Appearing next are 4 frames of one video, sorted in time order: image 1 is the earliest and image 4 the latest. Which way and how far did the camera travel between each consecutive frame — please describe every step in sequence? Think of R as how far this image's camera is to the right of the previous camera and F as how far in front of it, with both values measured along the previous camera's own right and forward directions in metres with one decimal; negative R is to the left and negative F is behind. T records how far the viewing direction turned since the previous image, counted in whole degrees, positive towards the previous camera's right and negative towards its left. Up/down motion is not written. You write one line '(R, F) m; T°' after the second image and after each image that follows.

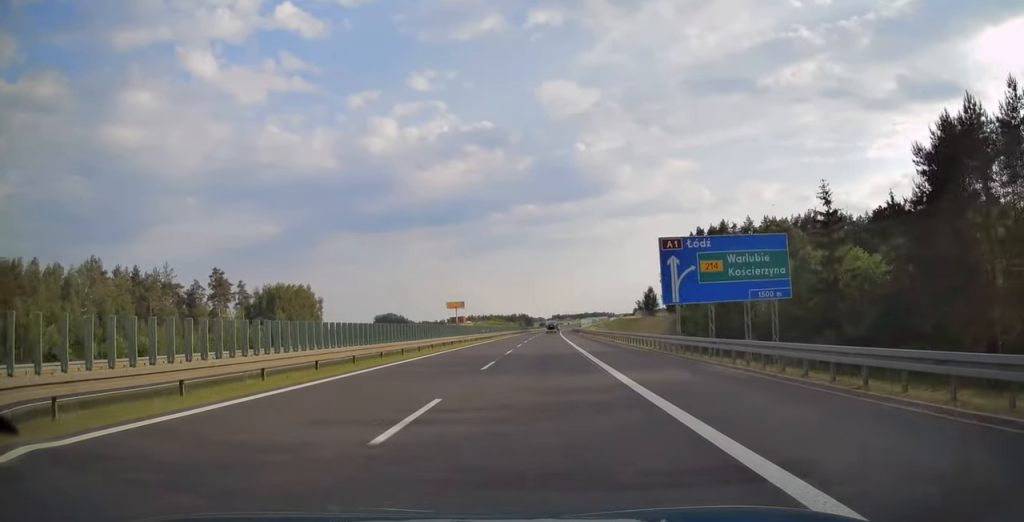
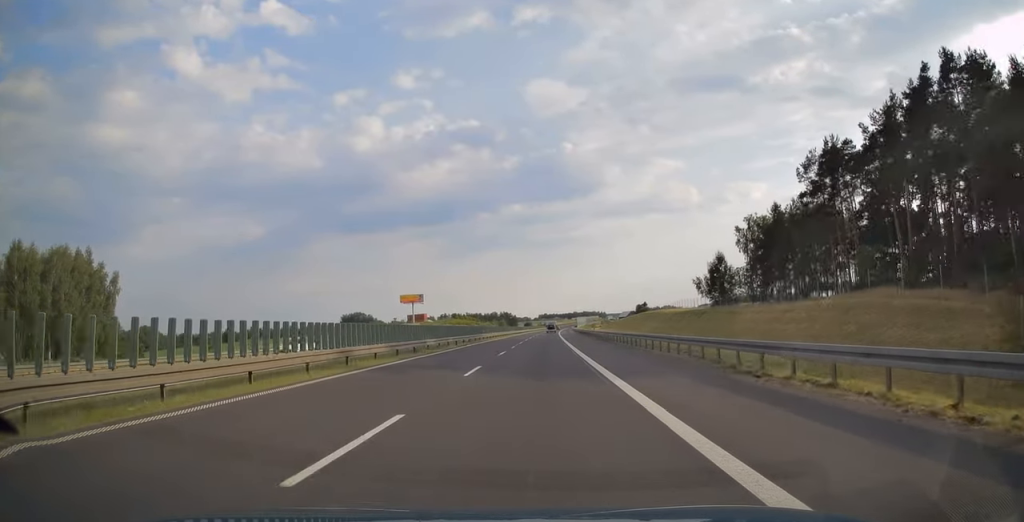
(+0.9, +98.4) m; +1°
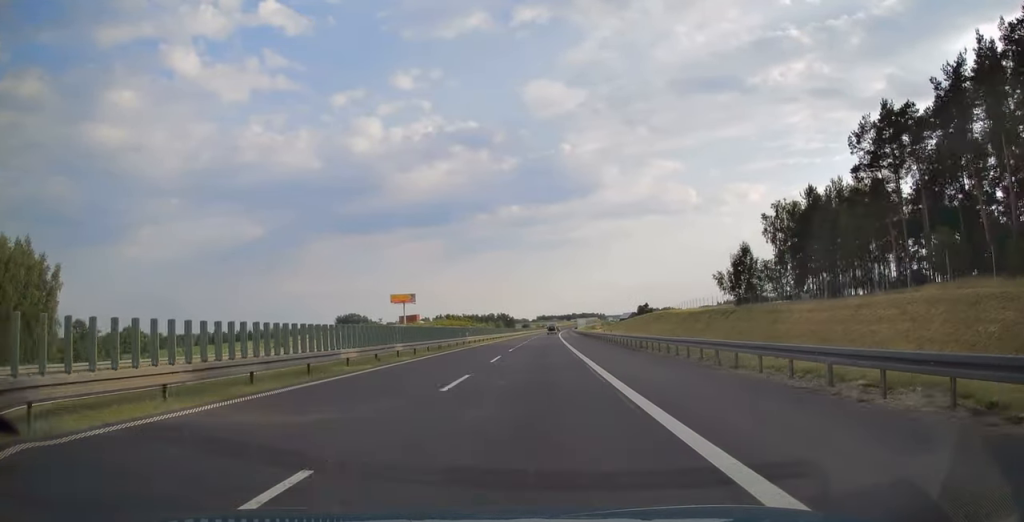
(0.0, +15.9) m; 0°
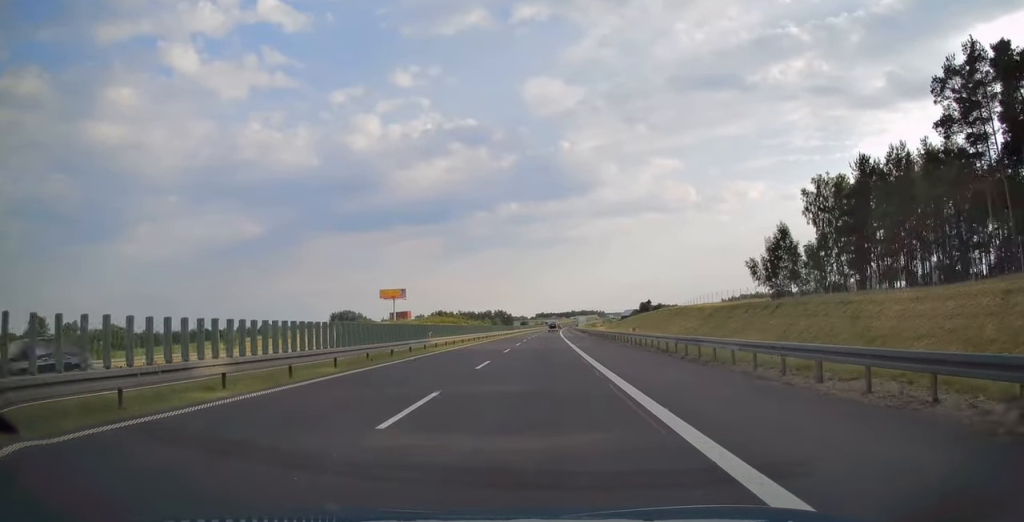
(-0.1, +17.5) m; 0°
